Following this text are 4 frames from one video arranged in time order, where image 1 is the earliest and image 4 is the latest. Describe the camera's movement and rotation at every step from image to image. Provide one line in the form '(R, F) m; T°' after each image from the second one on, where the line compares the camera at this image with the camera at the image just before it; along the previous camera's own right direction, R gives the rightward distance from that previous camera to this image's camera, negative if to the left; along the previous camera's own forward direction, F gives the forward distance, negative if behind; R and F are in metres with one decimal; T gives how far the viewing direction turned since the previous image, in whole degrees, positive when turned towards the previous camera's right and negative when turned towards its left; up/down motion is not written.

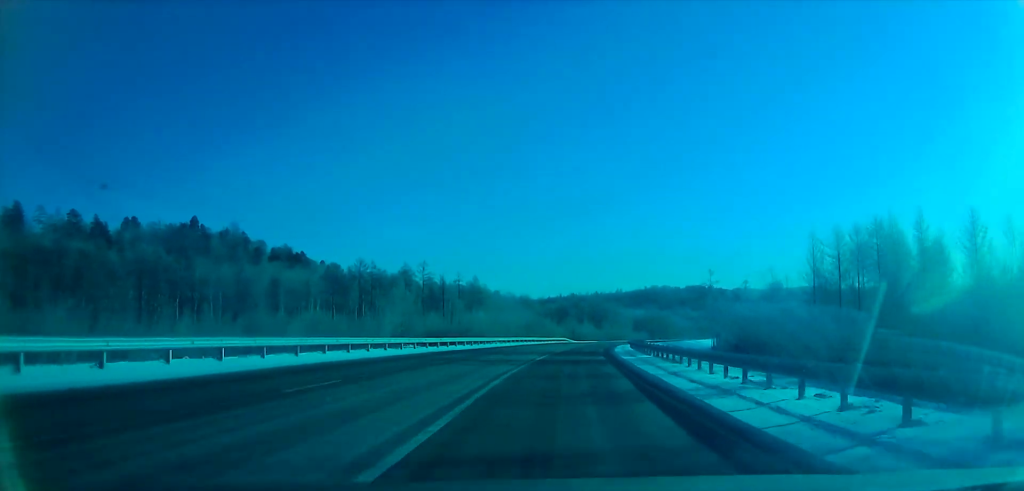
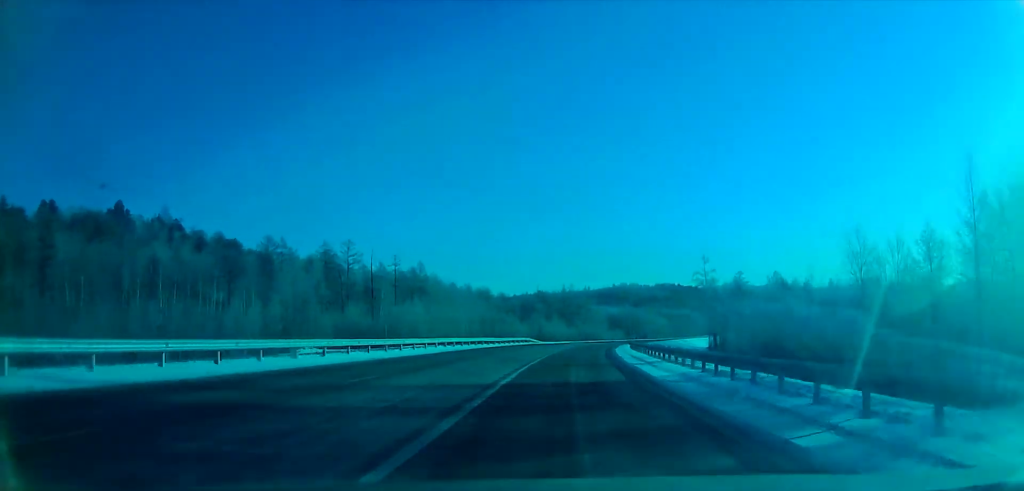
(+3.4, +32.5) m; +9°
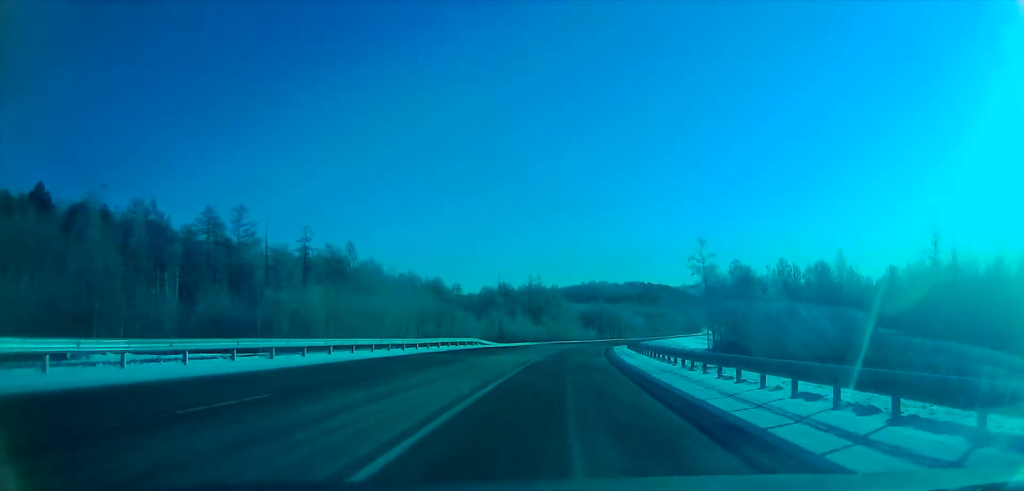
(+1.5, +31.0) m; +3°
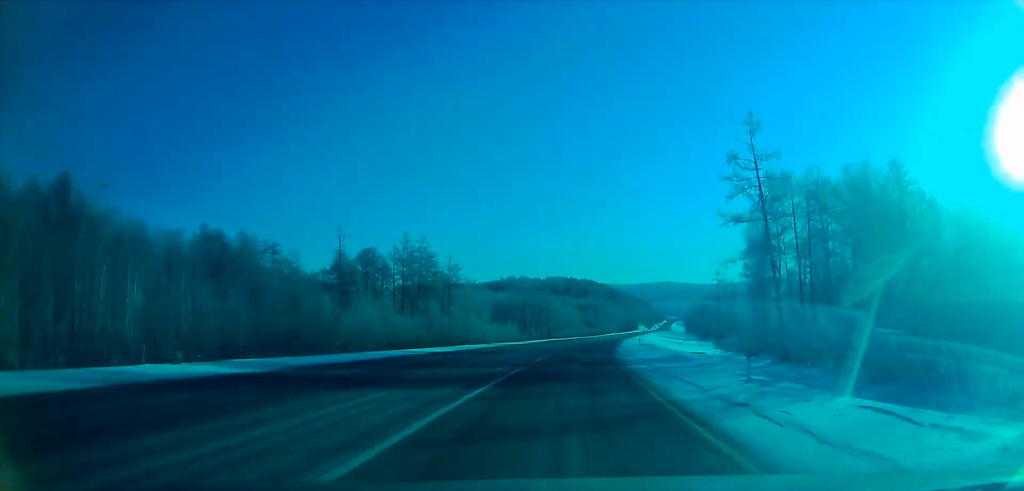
(+0.1, +77.4) m; 0°
